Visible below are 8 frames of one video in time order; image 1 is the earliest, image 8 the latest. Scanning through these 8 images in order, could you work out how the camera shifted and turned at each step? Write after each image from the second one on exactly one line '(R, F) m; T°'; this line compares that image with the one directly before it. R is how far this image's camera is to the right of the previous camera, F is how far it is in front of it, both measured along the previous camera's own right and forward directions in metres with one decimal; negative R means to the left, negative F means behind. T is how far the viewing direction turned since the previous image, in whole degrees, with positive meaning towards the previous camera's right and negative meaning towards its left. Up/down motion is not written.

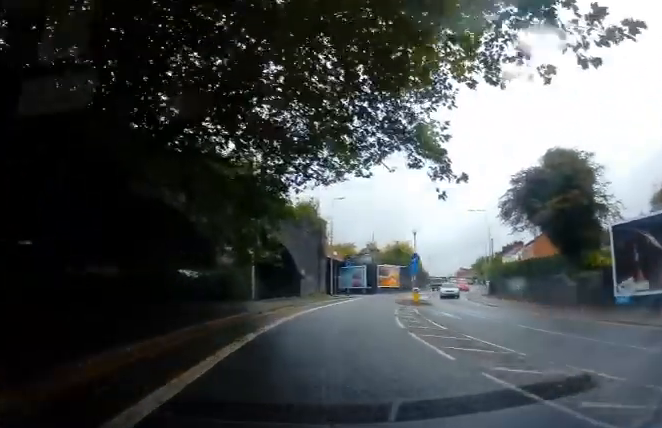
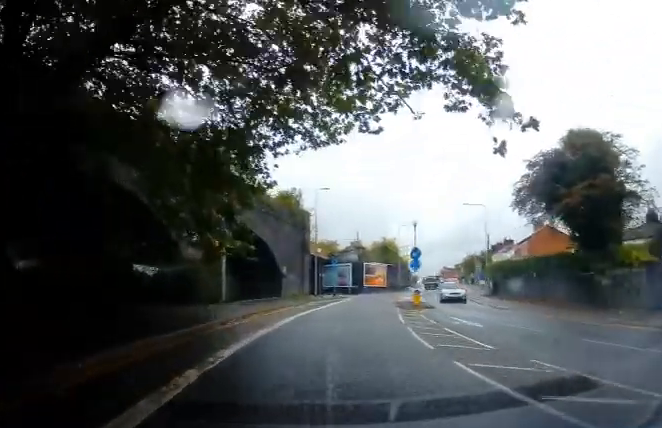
(+0.3, +4.3) m; +5°
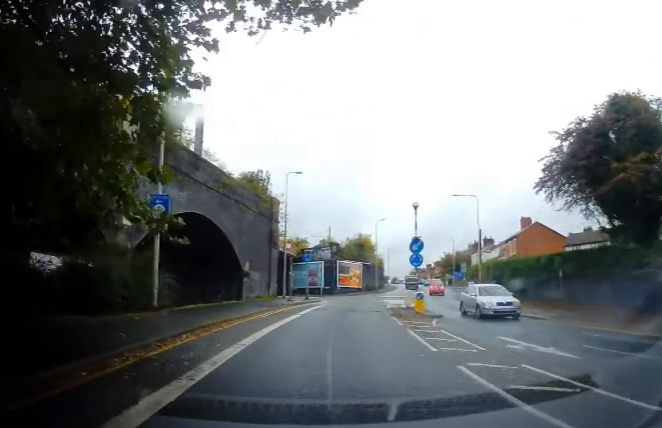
(+0.4, +6.5) m; +5°
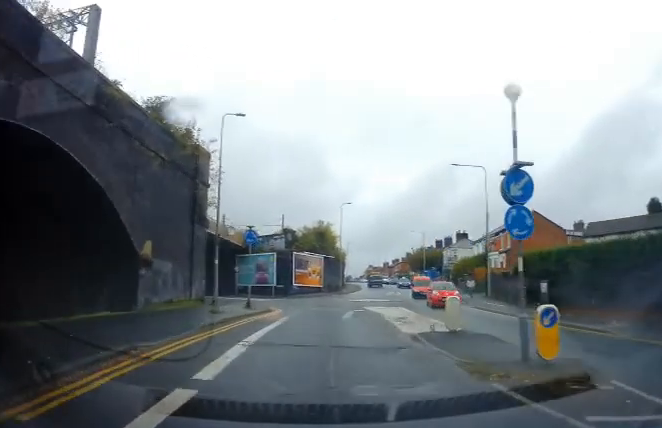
(+0.1, +13.0) m; 0°
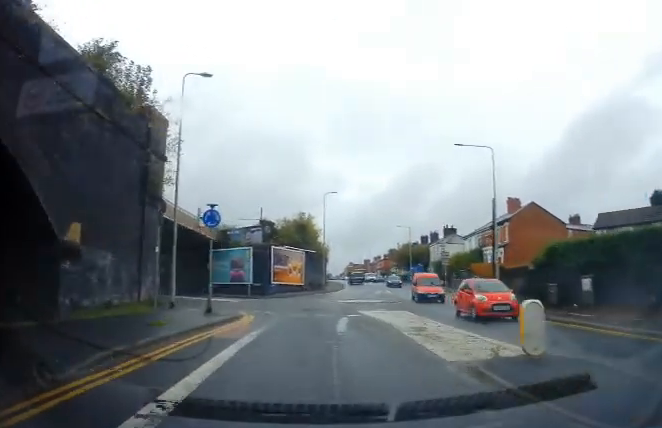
(+0.1, +4.8) m; +4°
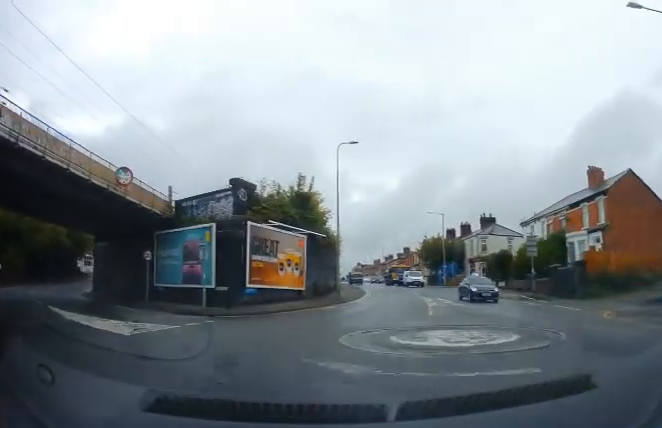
(+0.9, +18.4) m; -1°
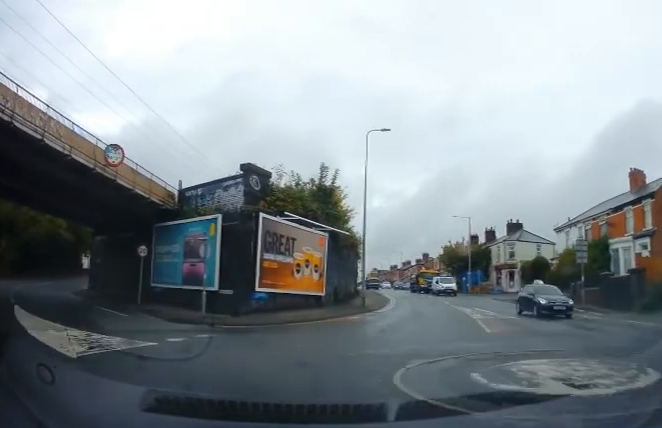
(-0.4, +3.8) m; +2°
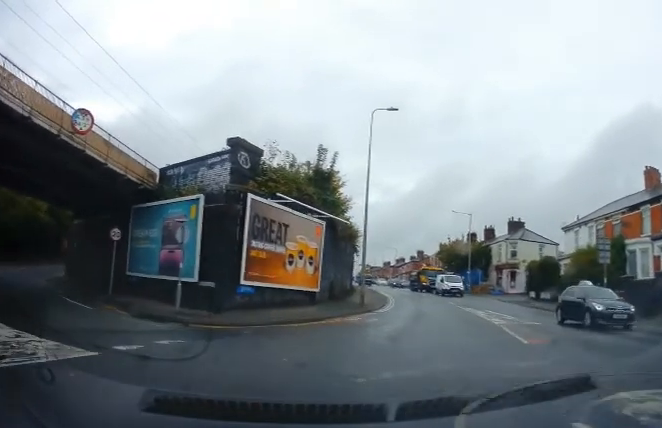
(-0.1, +2.9) m; +3°
